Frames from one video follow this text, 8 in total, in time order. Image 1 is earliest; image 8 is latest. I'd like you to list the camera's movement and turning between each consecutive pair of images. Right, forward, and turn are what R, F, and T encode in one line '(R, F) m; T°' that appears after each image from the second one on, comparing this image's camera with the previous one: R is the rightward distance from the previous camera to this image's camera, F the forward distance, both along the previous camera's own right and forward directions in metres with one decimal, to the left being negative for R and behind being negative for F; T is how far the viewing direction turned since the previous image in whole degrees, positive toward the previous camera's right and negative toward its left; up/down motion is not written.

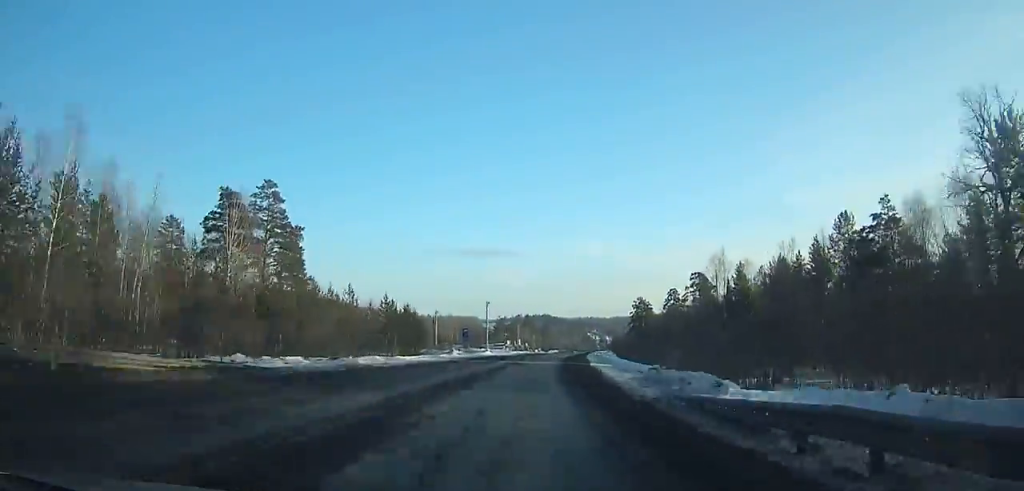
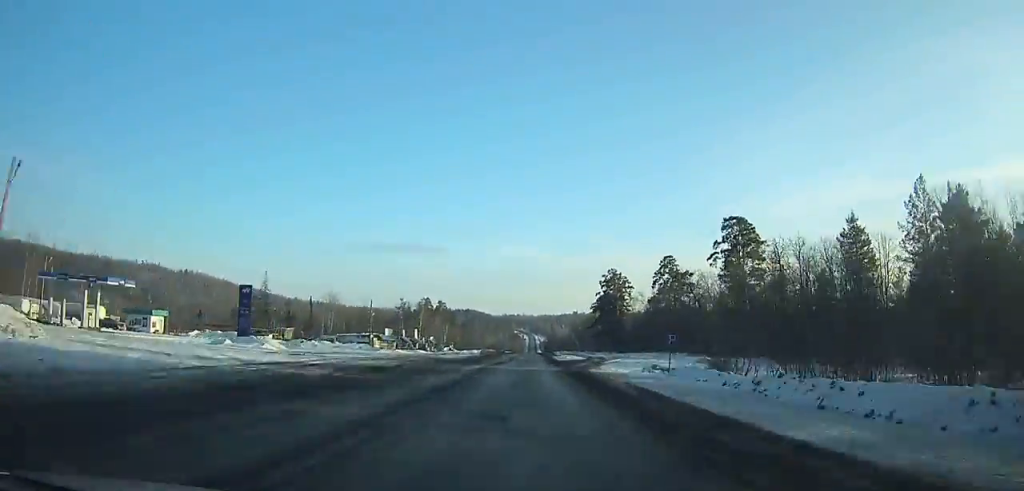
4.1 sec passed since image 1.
(+4.5, +94.2) m; +4°
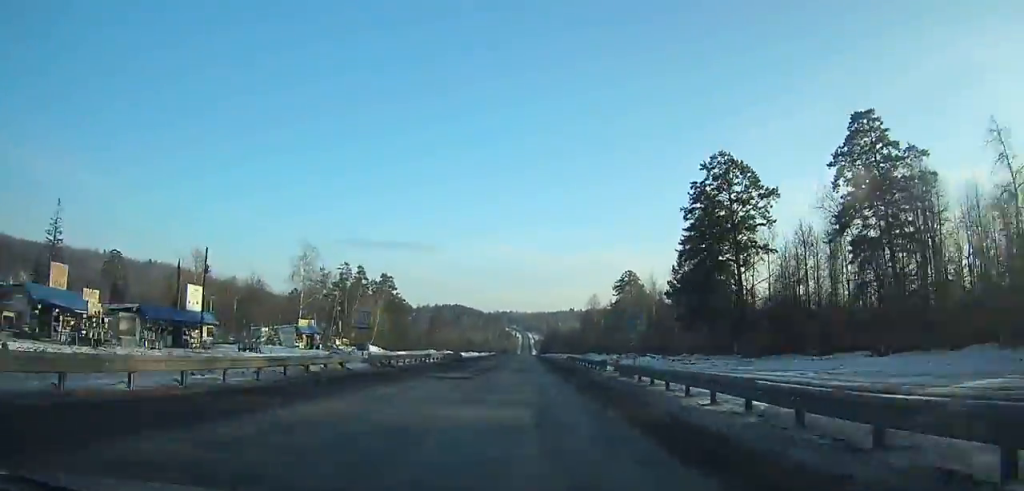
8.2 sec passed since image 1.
(+1.4, +94.8) m; +1°
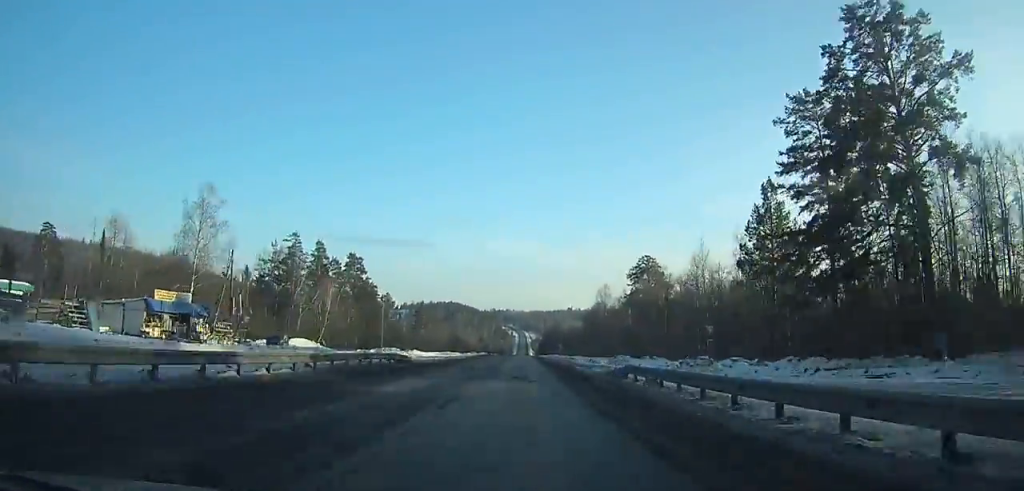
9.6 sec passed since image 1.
(0.0, +32.5) m; 0°
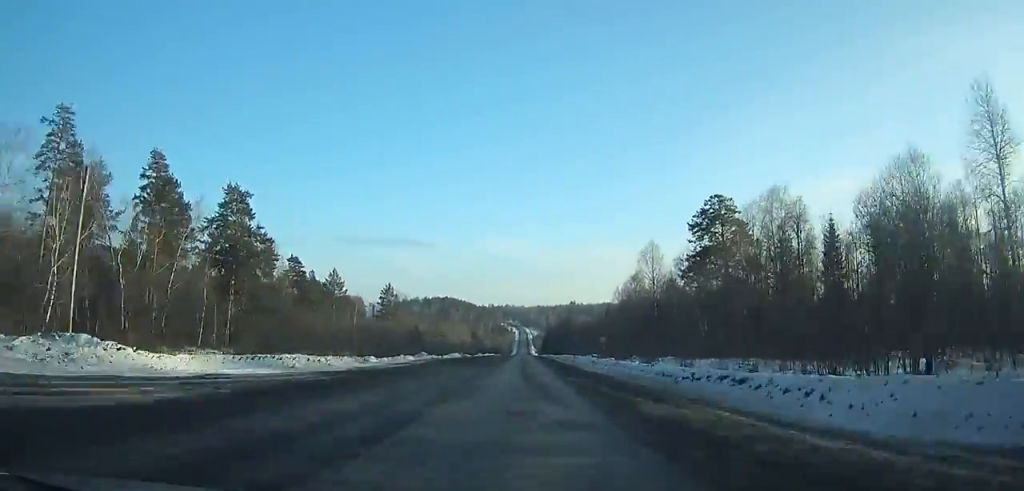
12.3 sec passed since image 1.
(0.0, +62.8) m; 0°
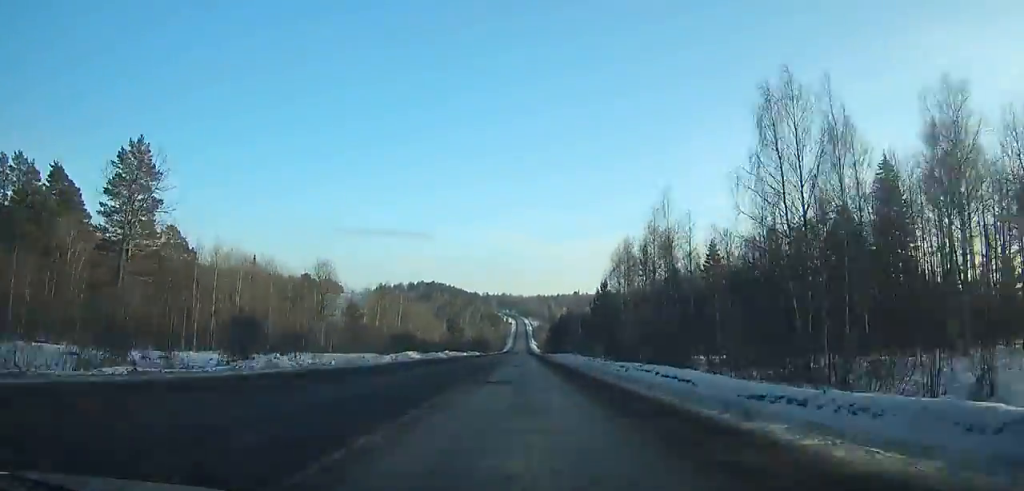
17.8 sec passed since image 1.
(+0.5, +129.7) m; 0°
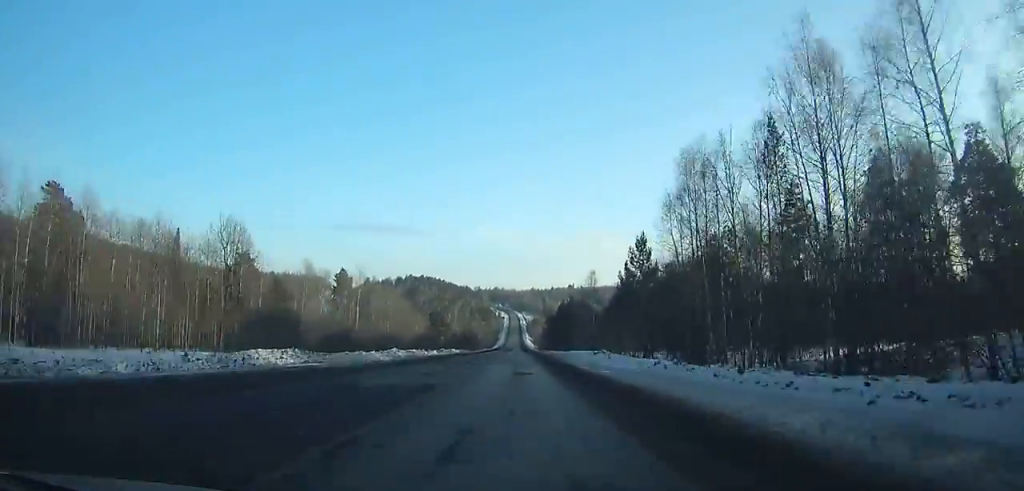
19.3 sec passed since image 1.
(+0.1, +36.0) m; 0°
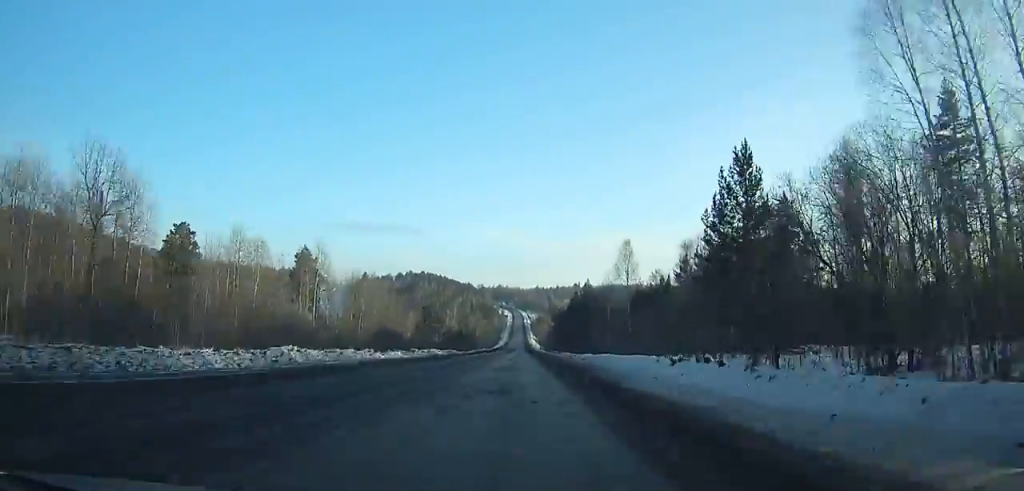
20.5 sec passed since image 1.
(+0.1, +29.0) m; 0°
